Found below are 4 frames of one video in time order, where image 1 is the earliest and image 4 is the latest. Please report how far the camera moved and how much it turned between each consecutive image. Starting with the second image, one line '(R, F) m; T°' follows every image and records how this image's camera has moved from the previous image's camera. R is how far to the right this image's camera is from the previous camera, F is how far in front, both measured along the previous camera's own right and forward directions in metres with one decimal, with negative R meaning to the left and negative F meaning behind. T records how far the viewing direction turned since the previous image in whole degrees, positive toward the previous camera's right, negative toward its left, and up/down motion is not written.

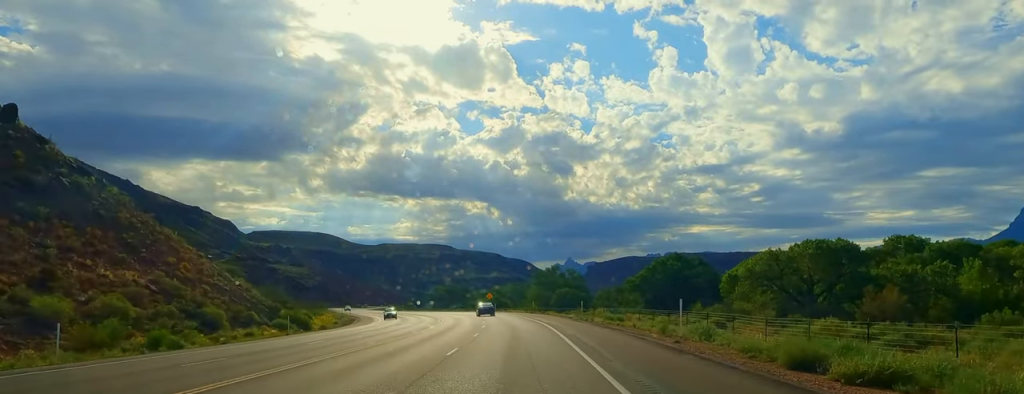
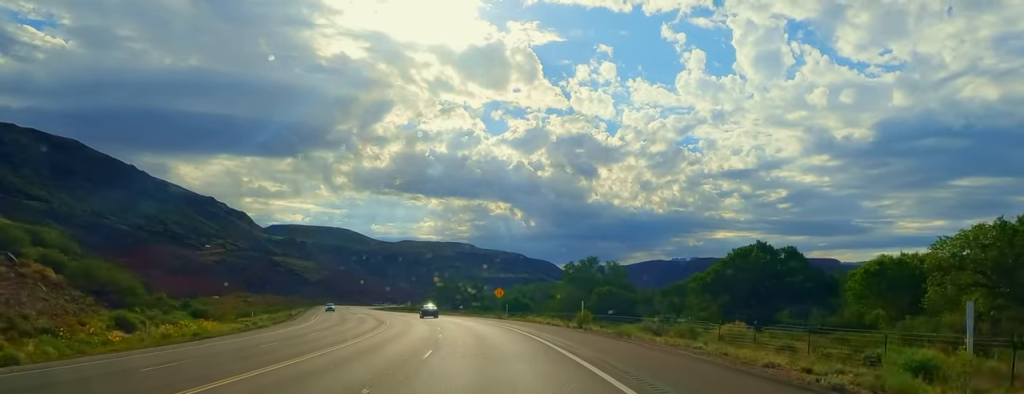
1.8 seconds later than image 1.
(-1.5, +49.7) m; -4°
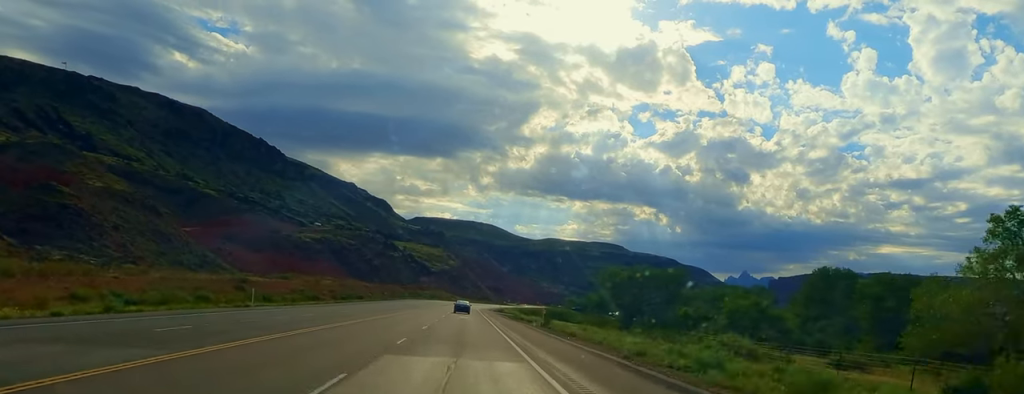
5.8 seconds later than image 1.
(-9.3, +106.3) m; -8°
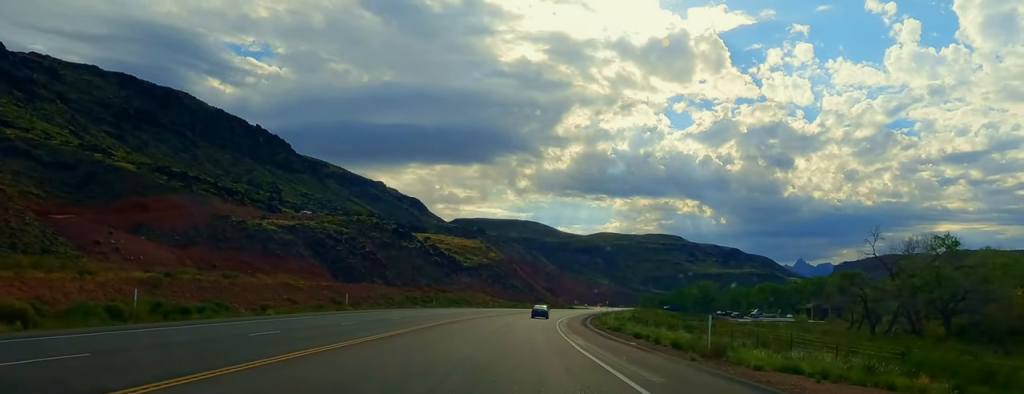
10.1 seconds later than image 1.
(-1.6, +119.8) m; 0°
